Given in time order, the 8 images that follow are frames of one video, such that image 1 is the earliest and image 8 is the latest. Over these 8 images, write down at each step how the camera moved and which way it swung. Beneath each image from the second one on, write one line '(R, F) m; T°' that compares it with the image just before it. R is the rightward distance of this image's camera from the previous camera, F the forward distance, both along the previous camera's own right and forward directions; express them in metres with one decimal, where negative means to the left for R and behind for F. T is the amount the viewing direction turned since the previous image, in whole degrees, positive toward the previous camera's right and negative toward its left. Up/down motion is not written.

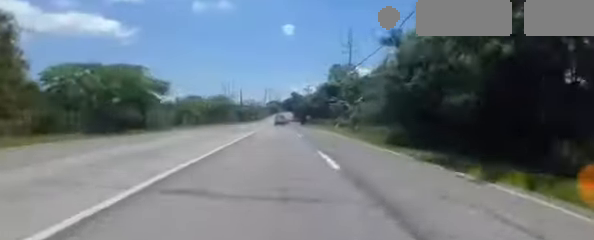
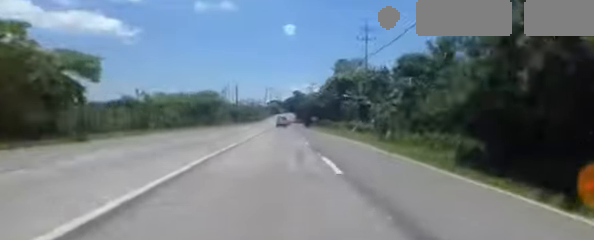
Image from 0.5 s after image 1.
(+0.3, +9.0) m; +1°
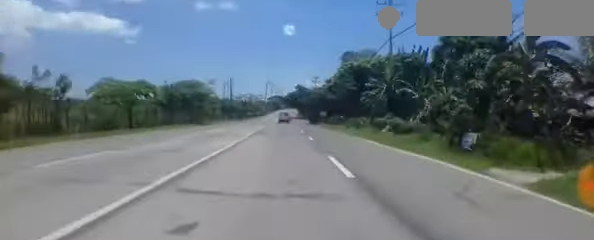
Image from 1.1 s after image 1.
(+0.1, +10.5) m; 0°
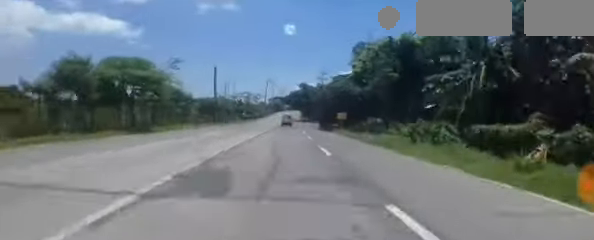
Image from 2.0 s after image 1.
(-0.2, +14.3) m; -1°
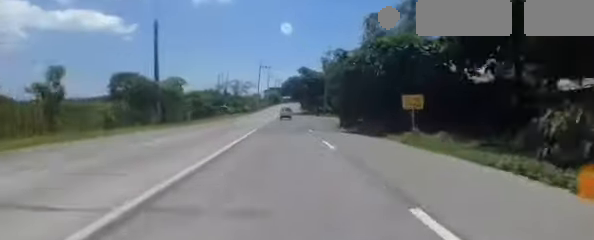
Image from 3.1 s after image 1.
(-0.1, +19.4) m; -1°
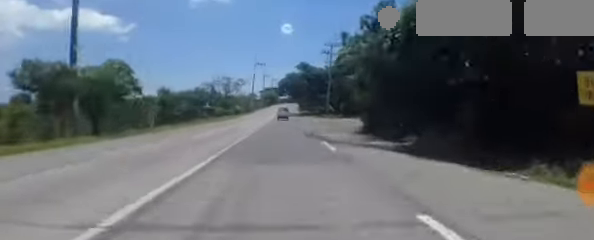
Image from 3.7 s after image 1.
(-0.3, +10.4) m; 0°
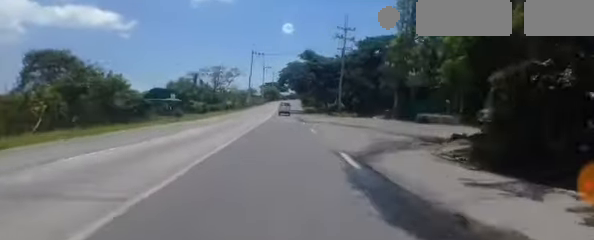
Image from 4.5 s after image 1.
(+0.3, +12.4) m; +1°
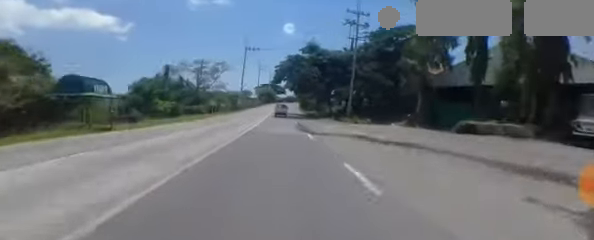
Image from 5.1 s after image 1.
(+0.2, +10.1) m; 0°
